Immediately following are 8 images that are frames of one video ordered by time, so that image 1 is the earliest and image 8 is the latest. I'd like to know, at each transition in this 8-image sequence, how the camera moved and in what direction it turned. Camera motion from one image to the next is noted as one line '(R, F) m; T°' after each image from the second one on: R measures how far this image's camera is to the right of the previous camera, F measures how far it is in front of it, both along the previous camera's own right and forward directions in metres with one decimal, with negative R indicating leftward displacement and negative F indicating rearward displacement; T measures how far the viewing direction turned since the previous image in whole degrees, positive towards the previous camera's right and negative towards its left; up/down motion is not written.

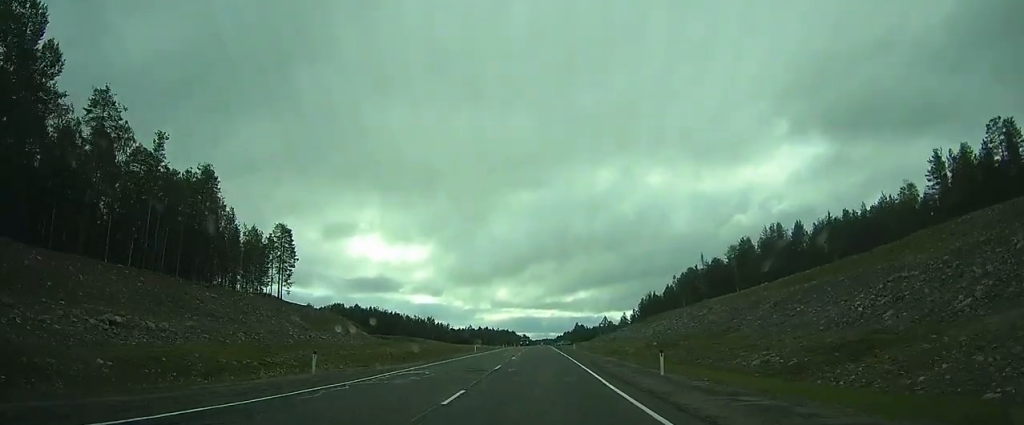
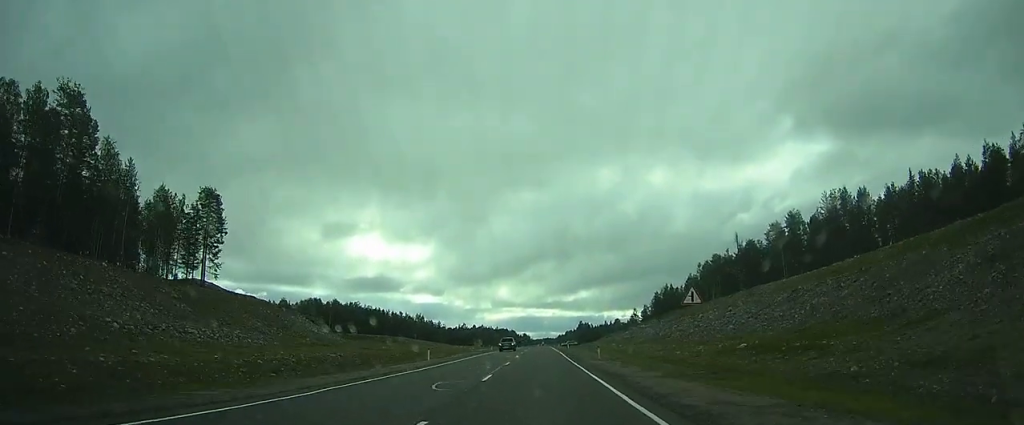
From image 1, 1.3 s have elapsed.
(0.0, +30.9) m; 0°
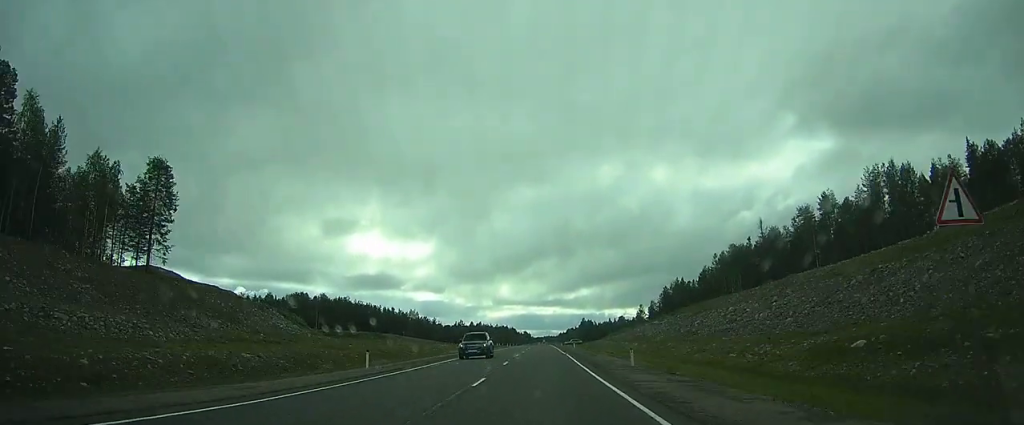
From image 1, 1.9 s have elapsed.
(0.0, +15.5) m; 0°
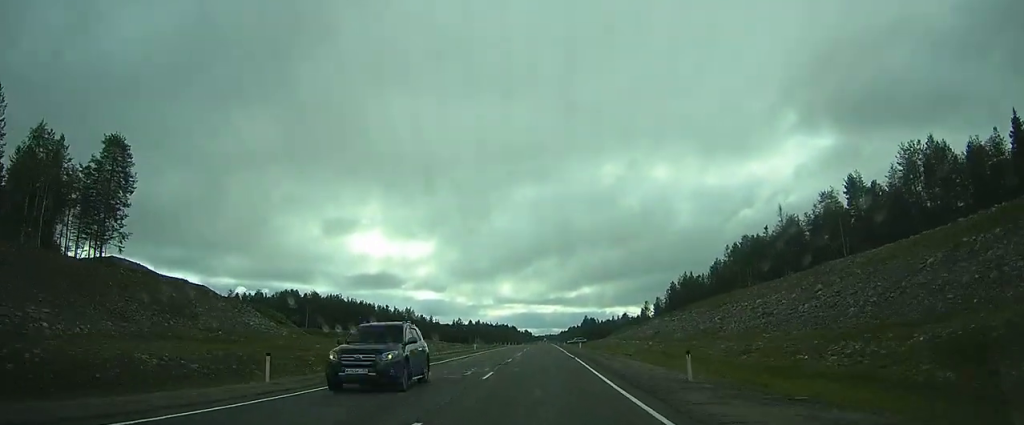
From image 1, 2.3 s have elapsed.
(-0.1, +10.6) m; 0°
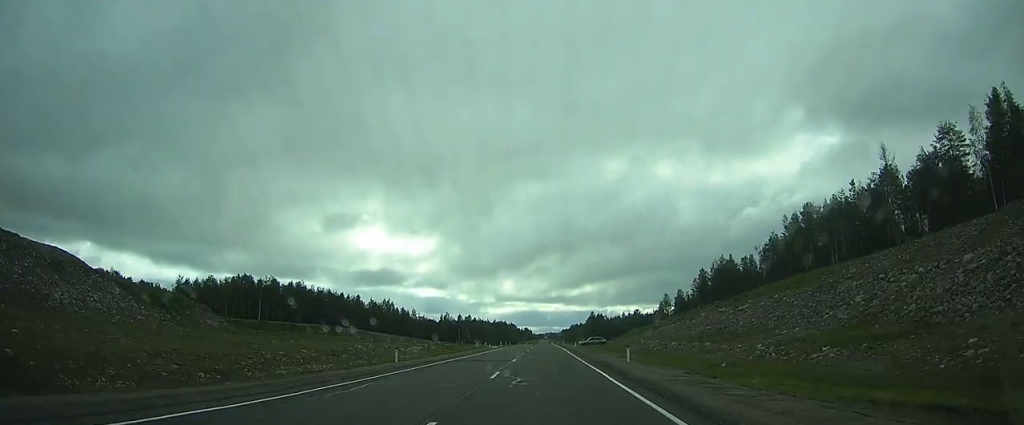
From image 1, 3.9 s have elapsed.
(+0.1, +38.3) m; 0°
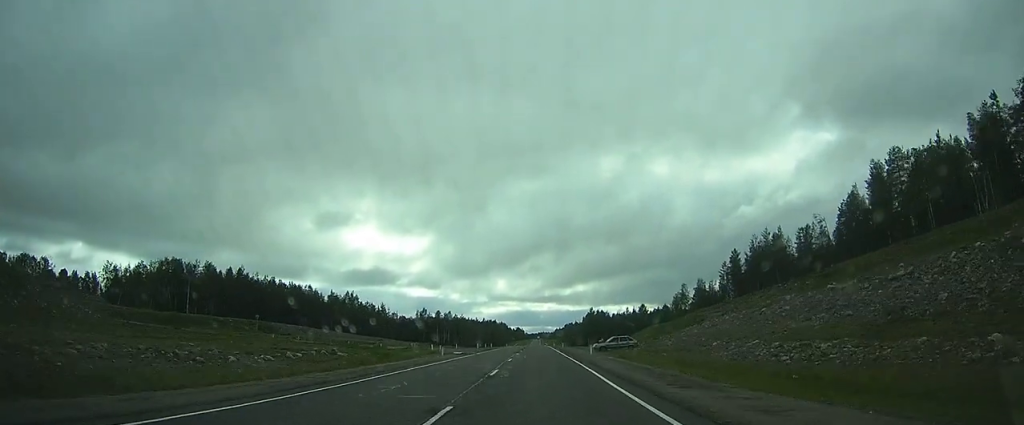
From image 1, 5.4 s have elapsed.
(-0.3, +35.8) m; 0°
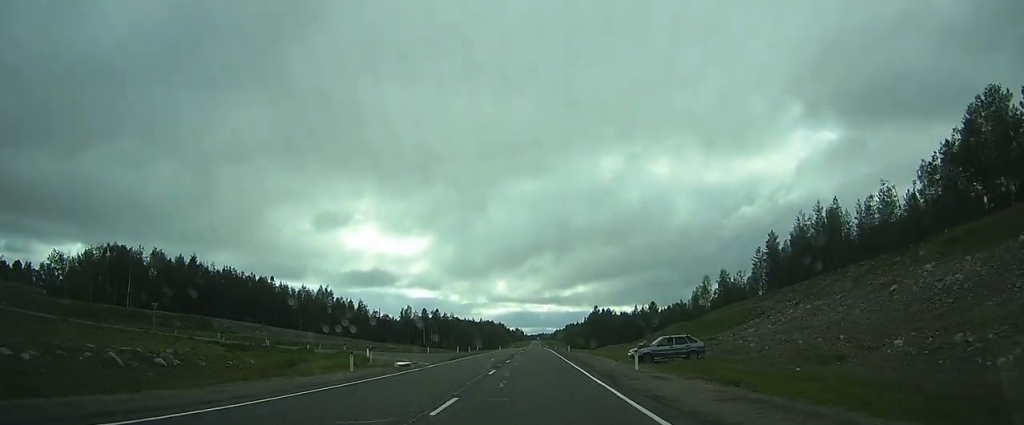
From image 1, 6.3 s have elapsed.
(+0.1, +23.6) m; +1°
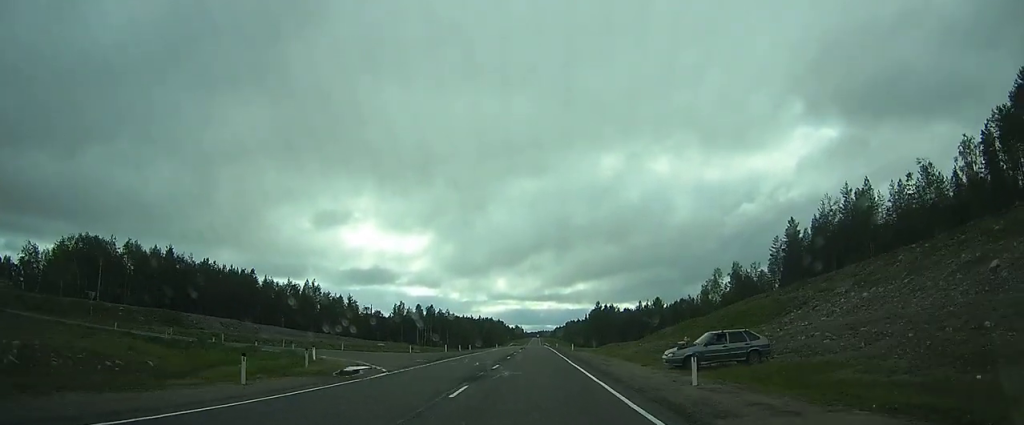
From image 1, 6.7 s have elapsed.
(-0.2, +9.7) m; +1°
